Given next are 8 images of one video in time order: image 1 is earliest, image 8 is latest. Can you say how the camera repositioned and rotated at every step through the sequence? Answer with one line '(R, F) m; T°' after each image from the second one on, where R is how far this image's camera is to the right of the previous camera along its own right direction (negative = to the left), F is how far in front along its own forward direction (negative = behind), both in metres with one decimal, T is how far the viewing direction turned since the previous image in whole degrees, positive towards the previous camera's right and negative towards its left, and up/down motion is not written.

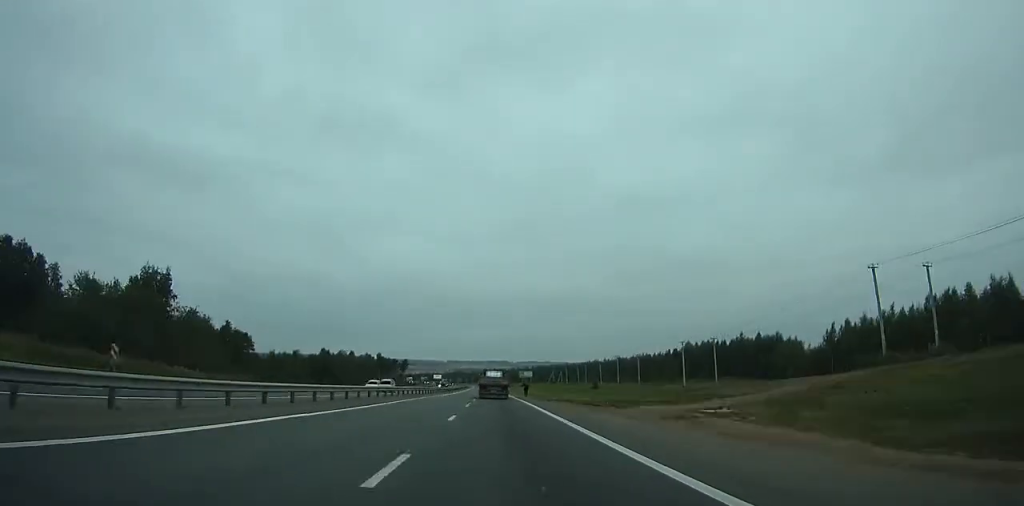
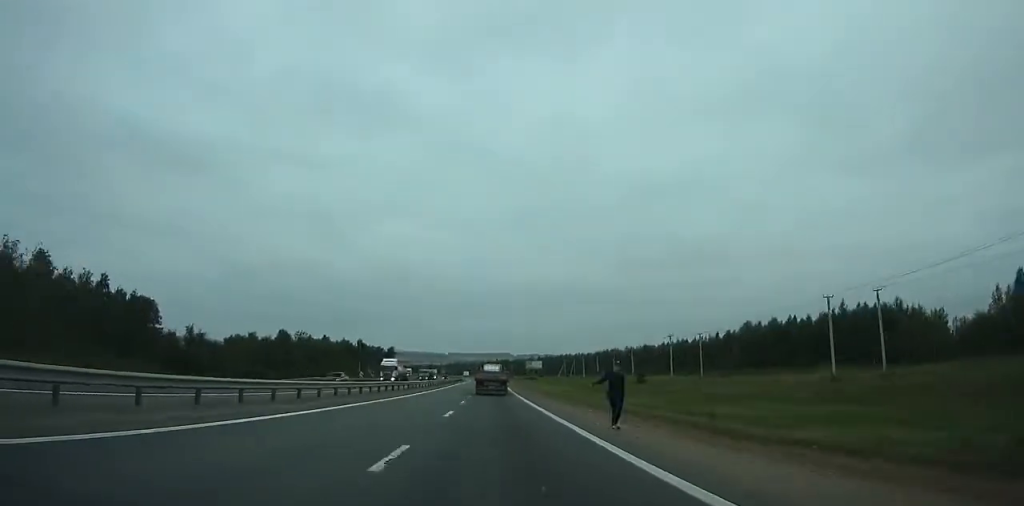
(0.0, +45.7) m; 0°
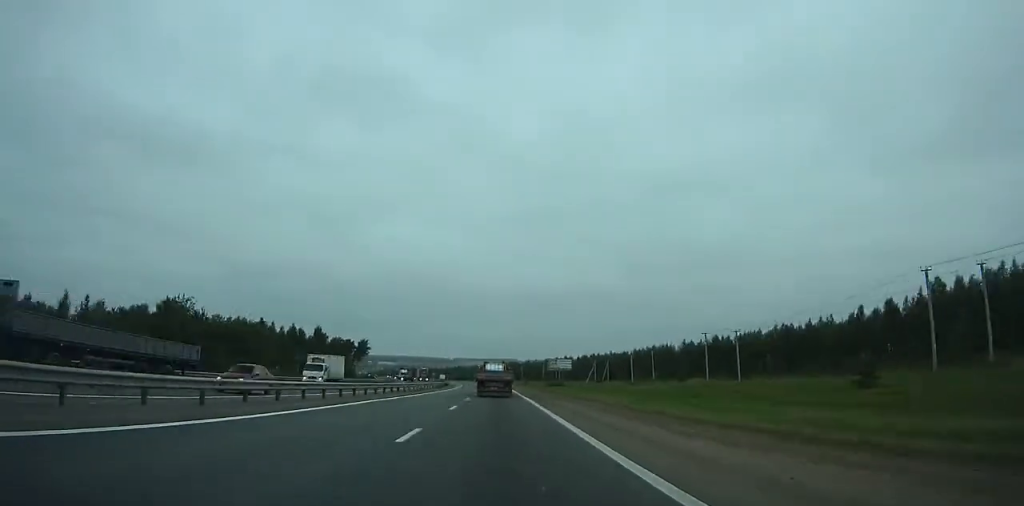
(0.0, +68.5) m; 0°
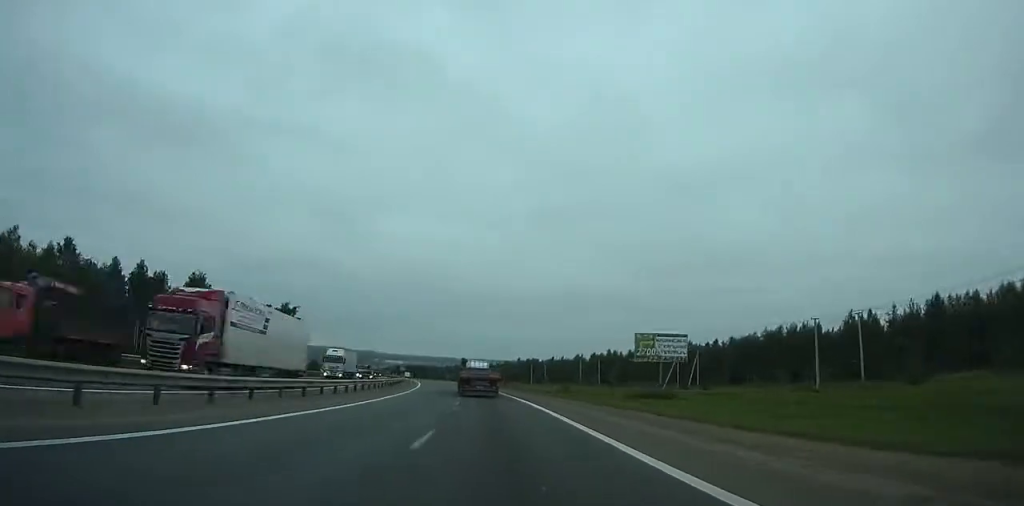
(-0.7, +83.6) m; -2°
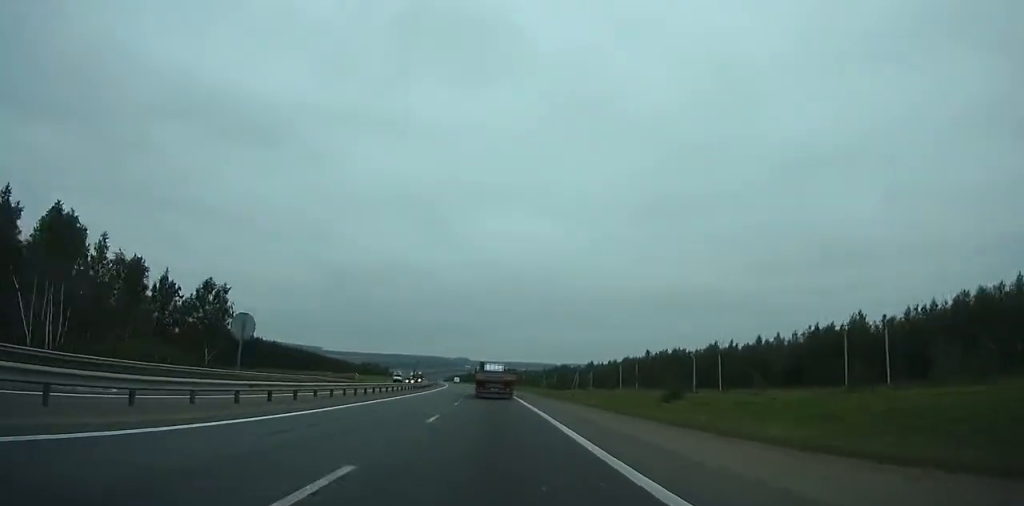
(-6.4, +101.9) m; -7°
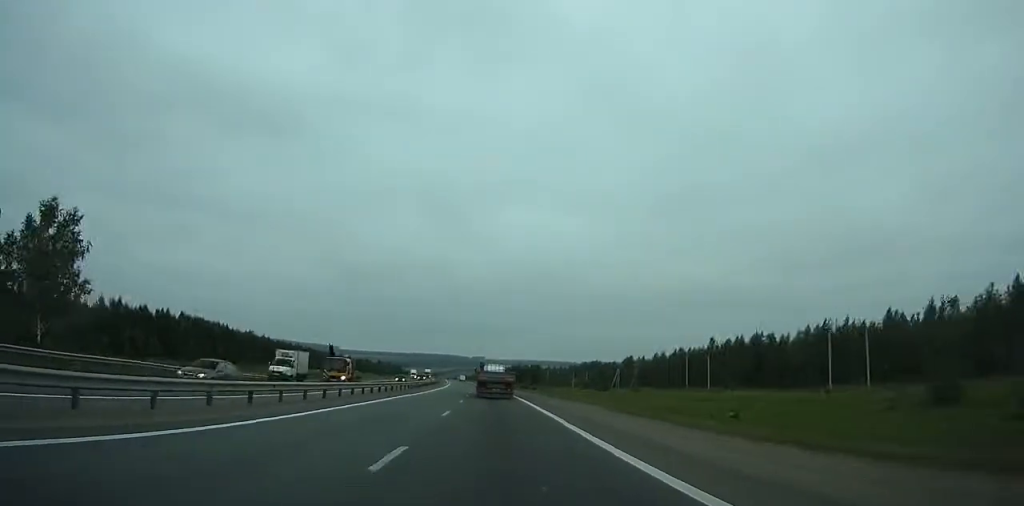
(-0.4, +44.2) m; -2°
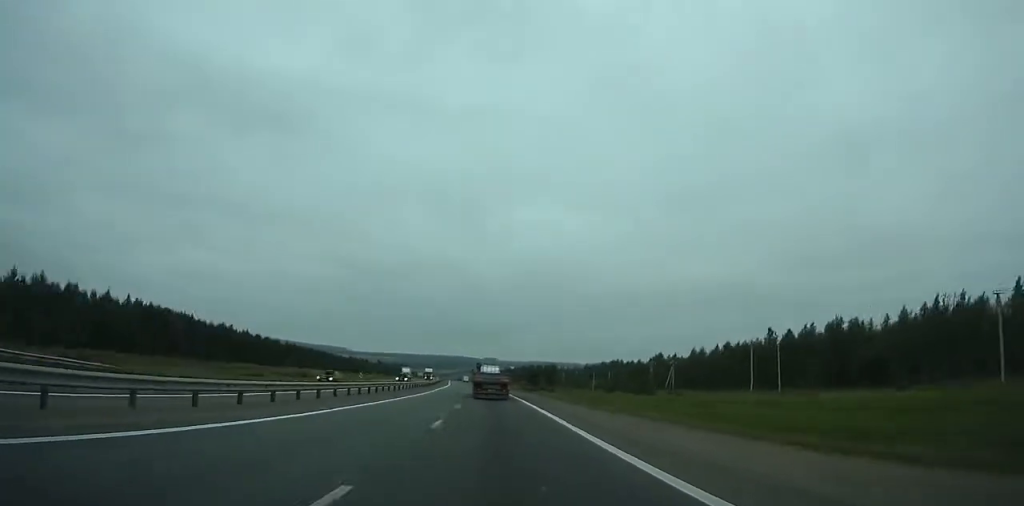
(+0.6, +28.8) m; -1°
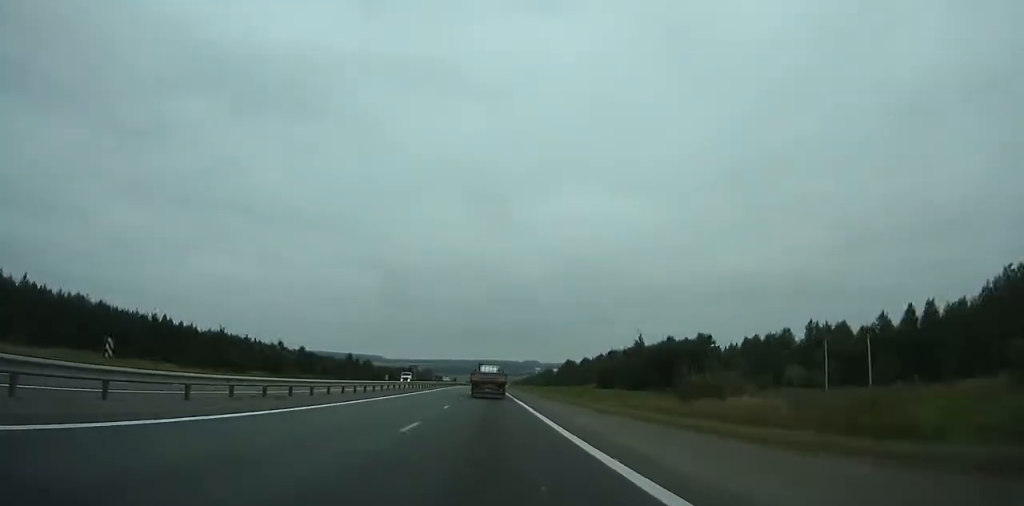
(-6.8, +130.1) m; -5°
